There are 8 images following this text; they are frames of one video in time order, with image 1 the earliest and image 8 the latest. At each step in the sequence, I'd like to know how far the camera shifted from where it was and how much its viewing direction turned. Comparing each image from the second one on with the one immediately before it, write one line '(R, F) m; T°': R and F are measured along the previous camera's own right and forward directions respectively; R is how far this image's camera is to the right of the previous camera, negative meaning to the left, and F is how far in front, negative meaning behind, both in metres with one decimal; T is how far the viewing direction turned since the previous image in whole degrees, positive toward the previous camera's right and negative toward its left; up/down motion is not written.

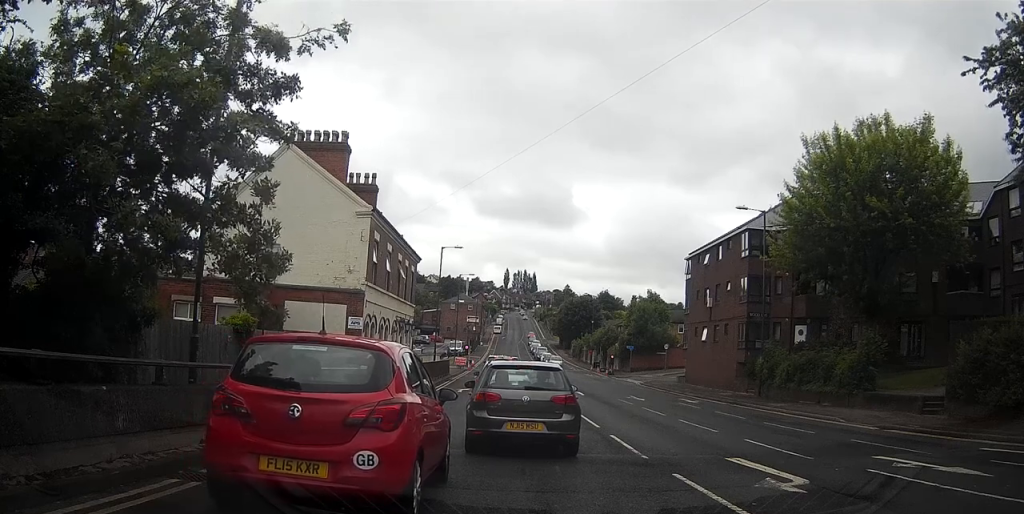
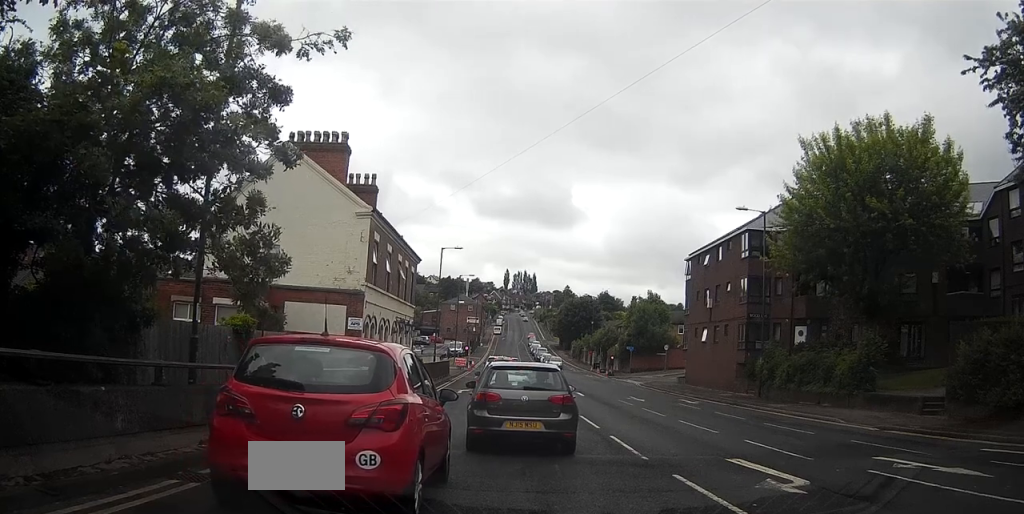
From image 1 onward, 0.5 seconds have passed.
(0.0, 0.0) m; 0°
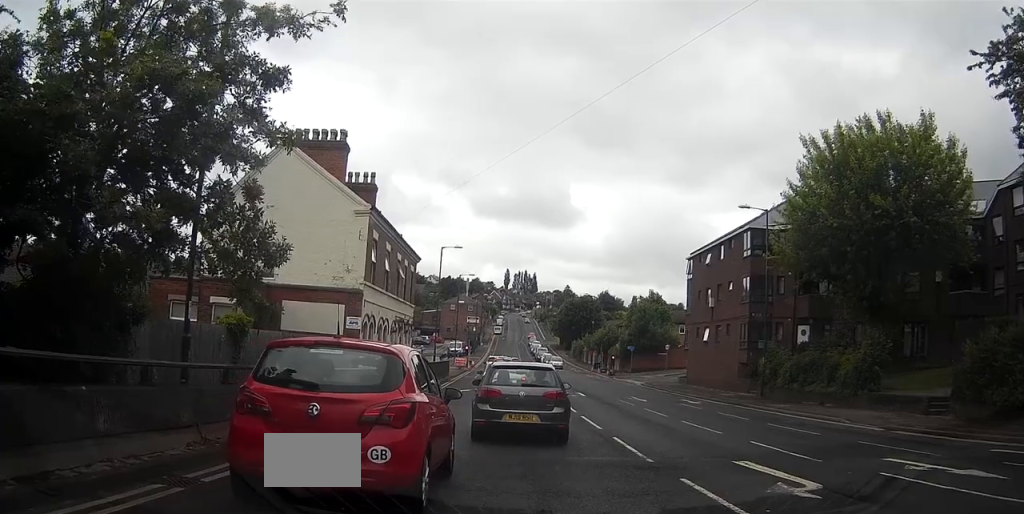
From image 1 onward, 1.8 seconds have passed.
(0.0, 0.0) m; 0°
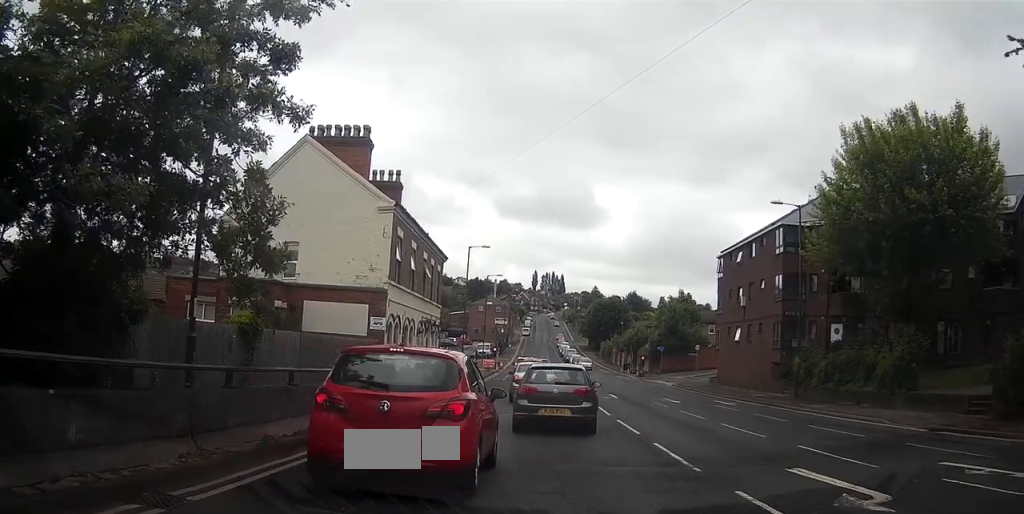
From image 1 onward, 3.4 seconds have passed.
(-0.5, +0.4) m; 0°
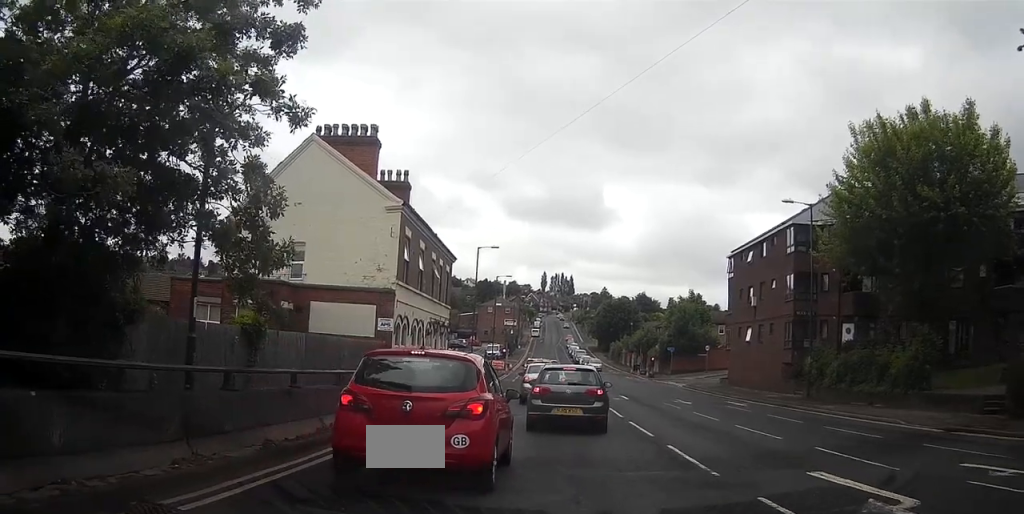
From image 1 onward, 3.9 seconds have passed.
(-0.1, +0.3) m; 0°
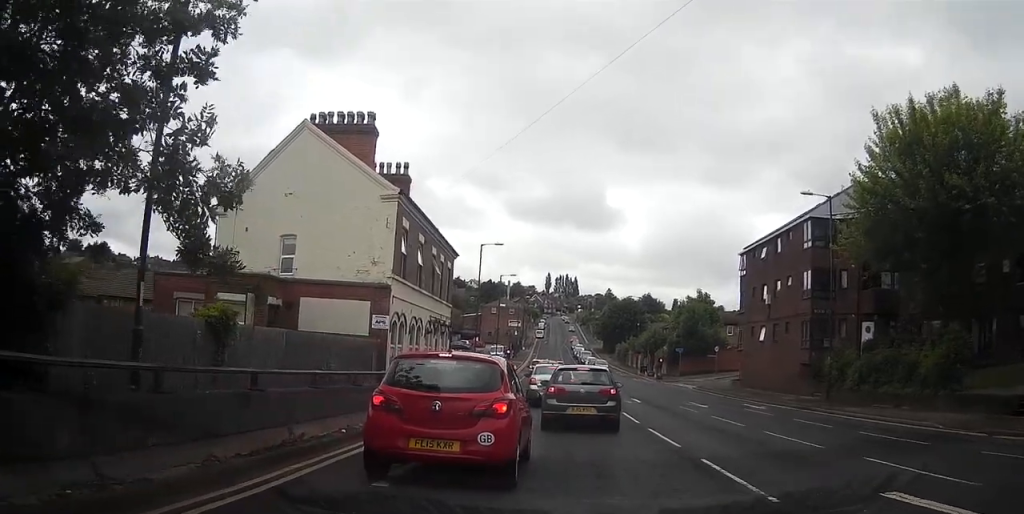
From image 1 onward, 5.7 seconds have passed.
(-0.3, +1.5) m; +2°
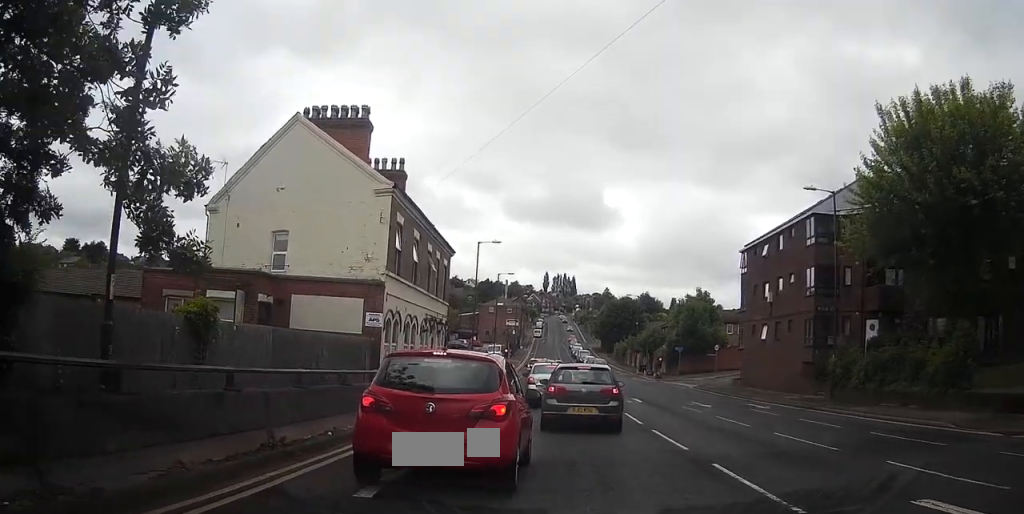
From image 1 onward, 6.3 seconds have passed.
(0.0, +0.7) m; +3°
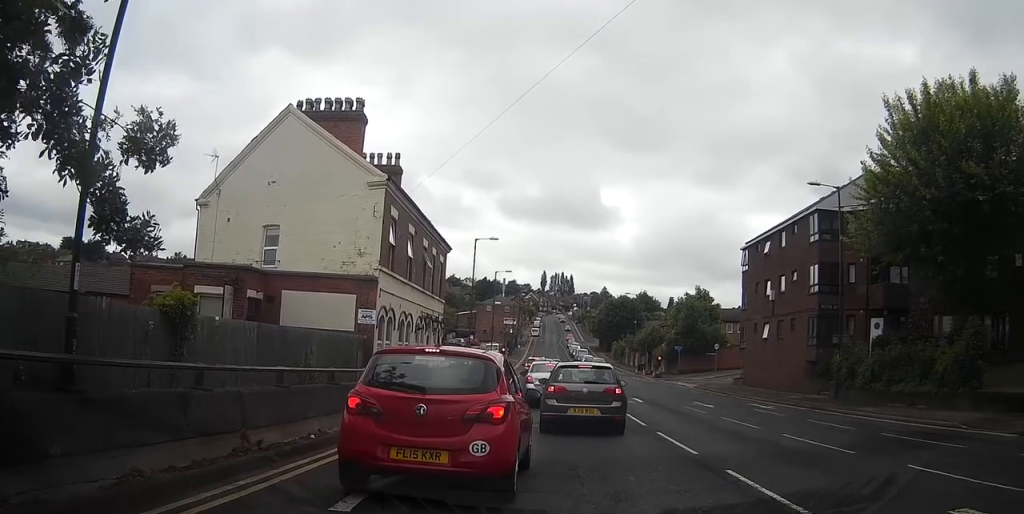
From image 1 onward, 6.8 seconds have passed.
(0.0, +1.0) m; 0°
